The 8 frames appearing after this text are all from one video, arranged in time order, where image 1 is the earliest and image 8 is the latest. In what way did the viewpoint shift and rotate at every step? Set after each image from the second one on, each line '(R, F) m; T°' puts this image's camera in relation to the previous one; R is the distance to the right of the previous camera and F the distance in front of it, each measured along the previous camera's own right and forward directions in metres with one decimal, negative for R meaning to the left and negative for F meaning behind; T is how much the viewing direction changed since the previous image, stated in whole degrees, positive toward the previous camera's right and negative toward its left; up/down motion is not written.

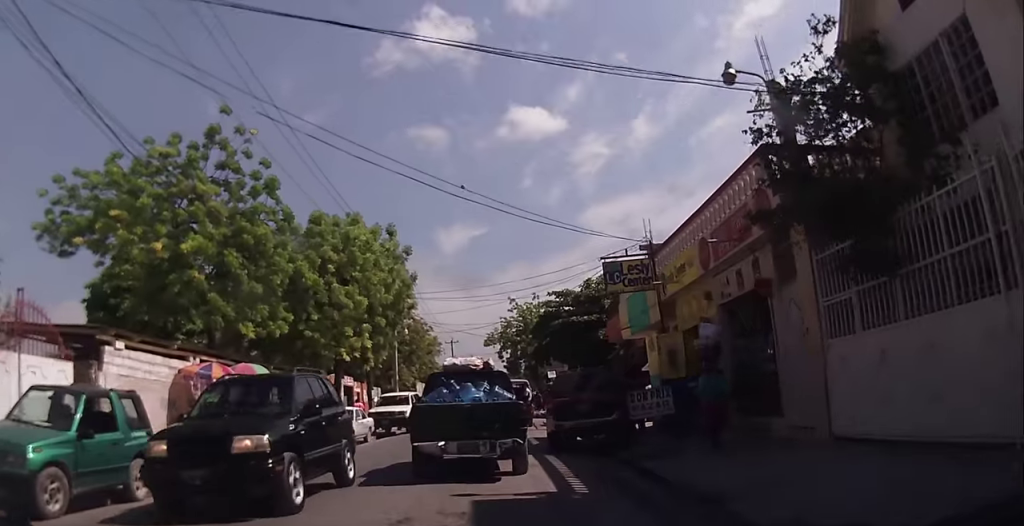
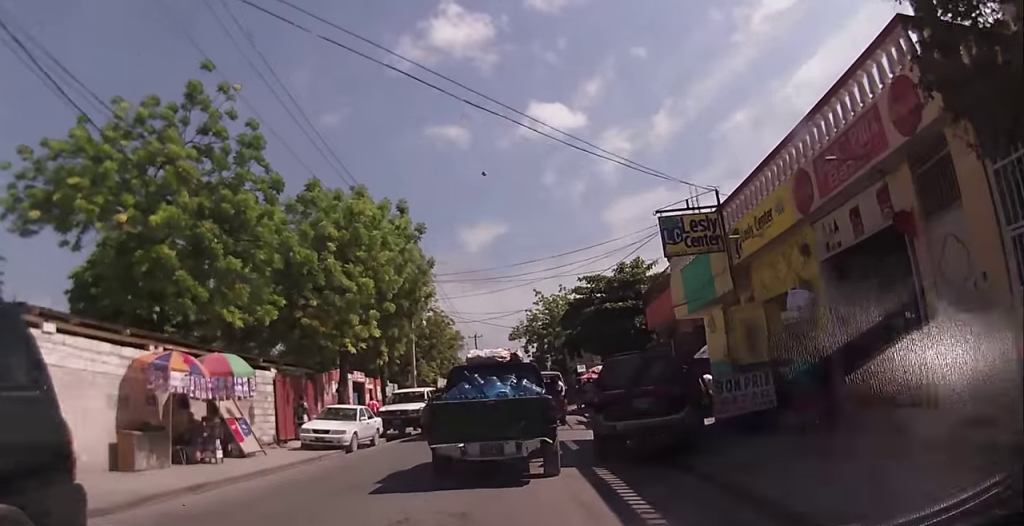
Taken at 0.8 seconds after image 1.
(+0.2, +3.6) m; -5°
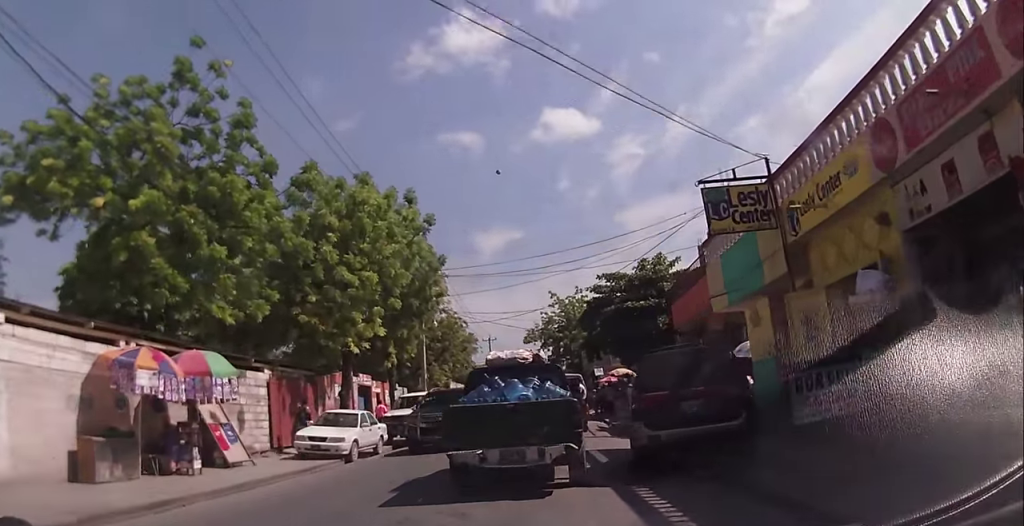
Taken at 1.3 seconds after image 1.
(-0.2, +1.9) m; -3°
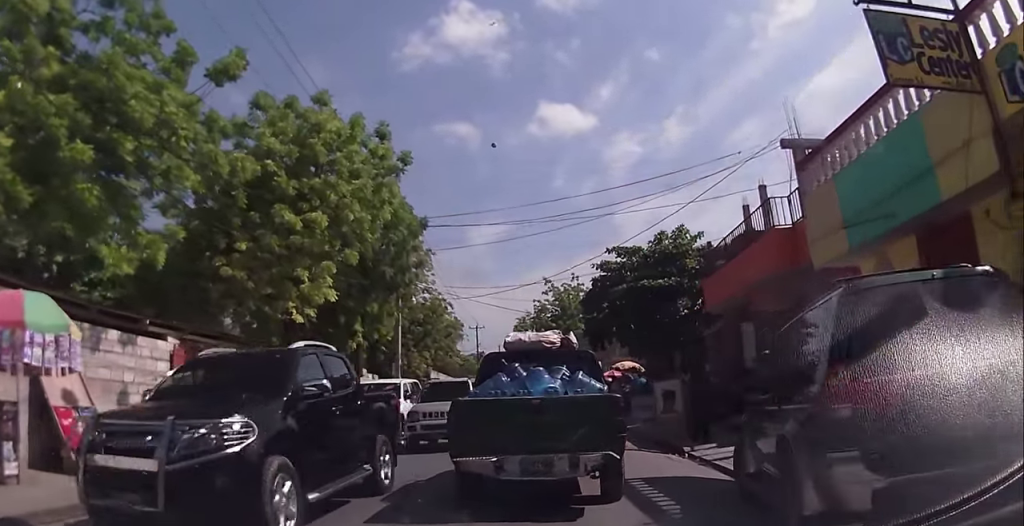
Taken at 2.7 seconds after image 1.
(-0.4, +6.0) m; +3°
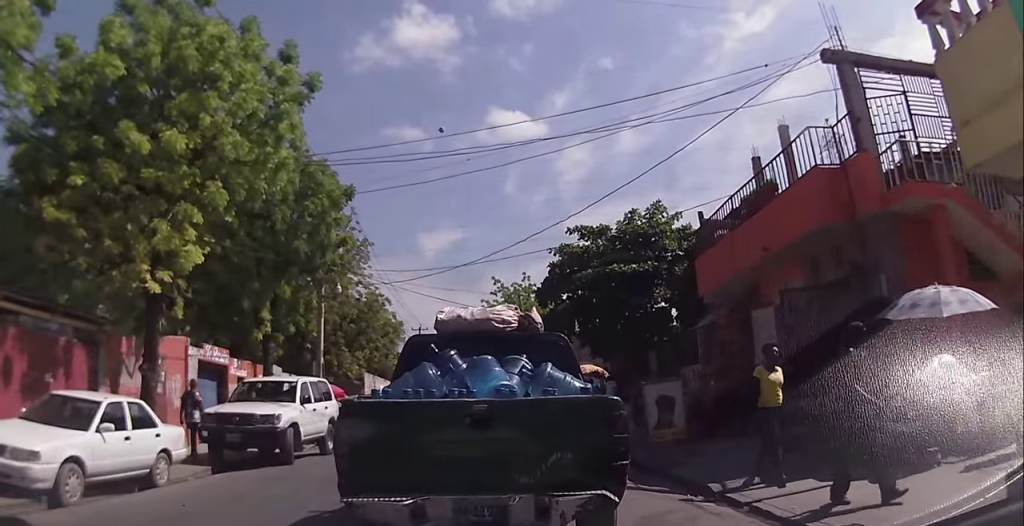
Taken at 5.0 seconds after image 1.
(+1.4, +5.9) m; +17°
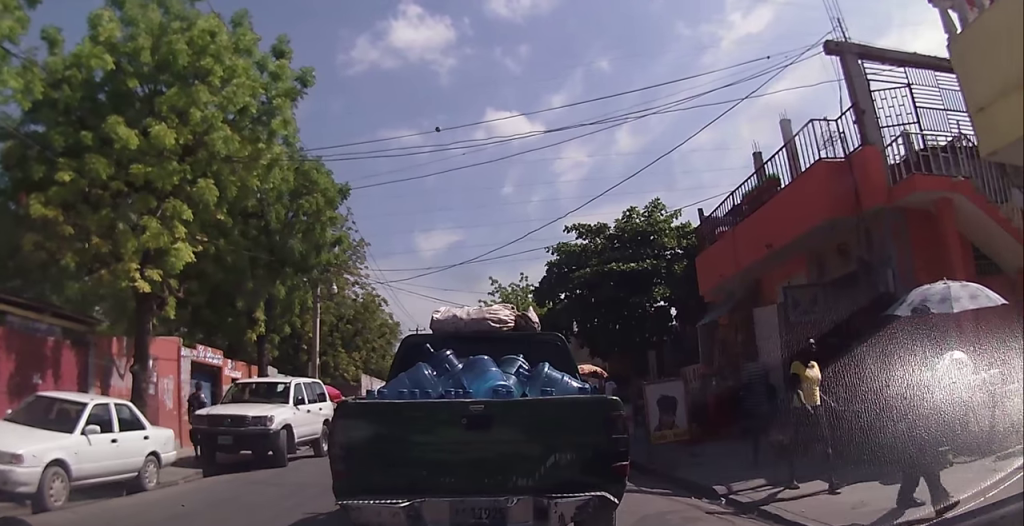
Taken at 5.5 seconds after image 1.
(+0.1, +0.4) m; 0°
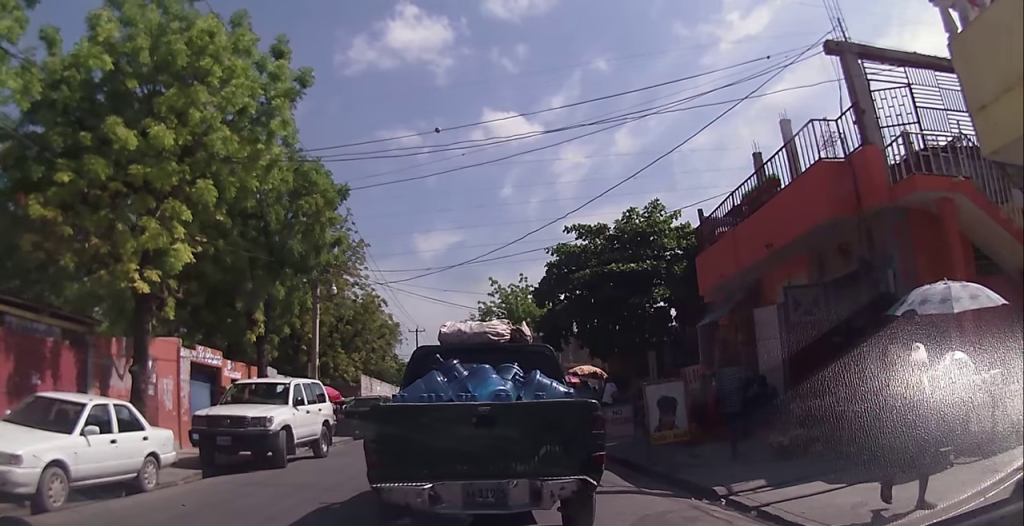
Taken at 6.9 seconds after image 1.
(-0.2, +0.6) m; 0°
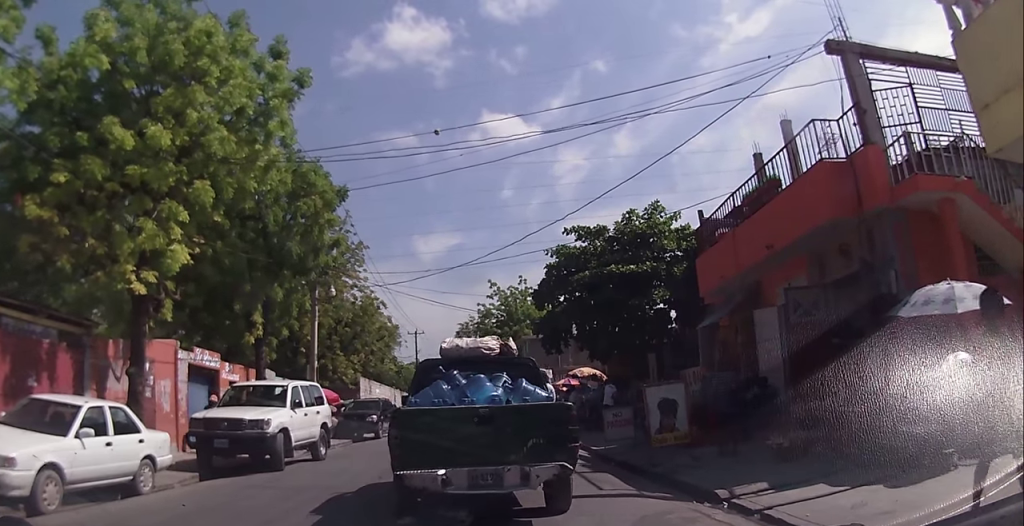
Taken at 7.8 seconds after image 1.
(-0.1, +0.4) m; 0°
